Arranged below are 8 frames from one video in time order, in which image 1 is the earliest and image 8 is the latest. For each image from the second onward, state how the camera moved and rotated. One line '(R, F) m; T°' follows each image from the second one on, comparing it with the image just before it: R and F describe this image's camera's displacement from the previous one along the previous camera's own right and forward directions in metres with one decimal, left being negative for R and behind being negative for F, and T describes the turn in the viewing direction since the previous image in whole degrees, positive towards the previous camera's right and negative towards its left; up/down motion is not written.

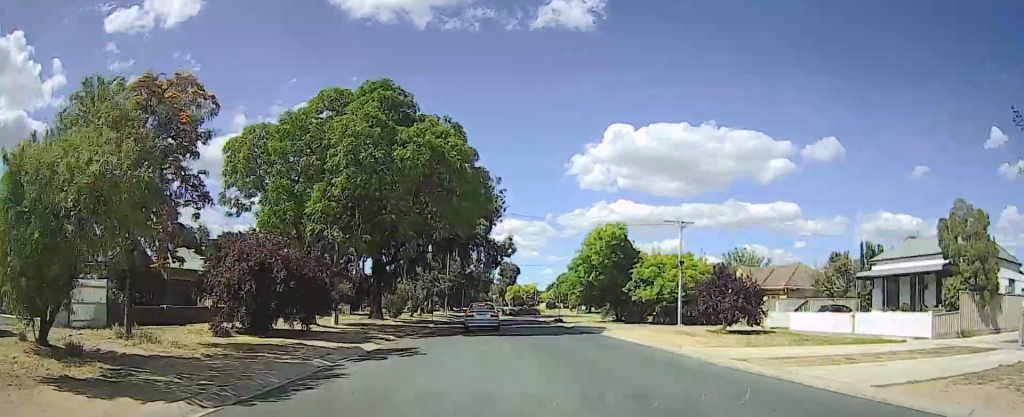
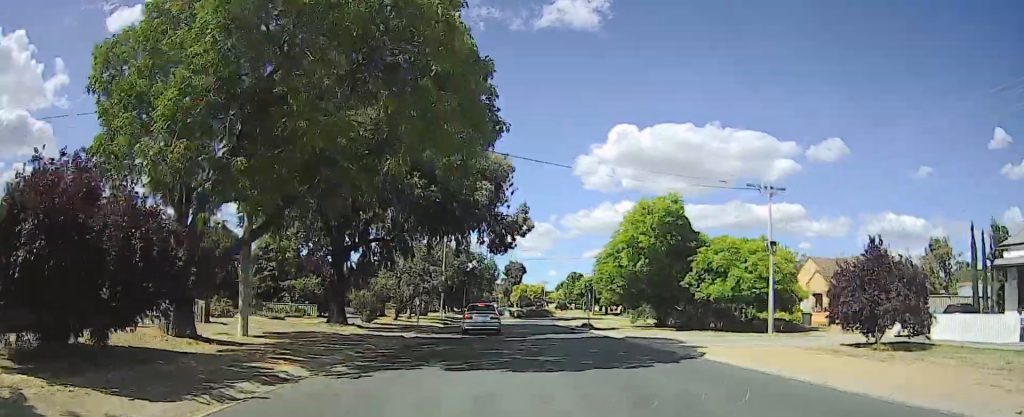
(0.0, +12.6) m; 0°
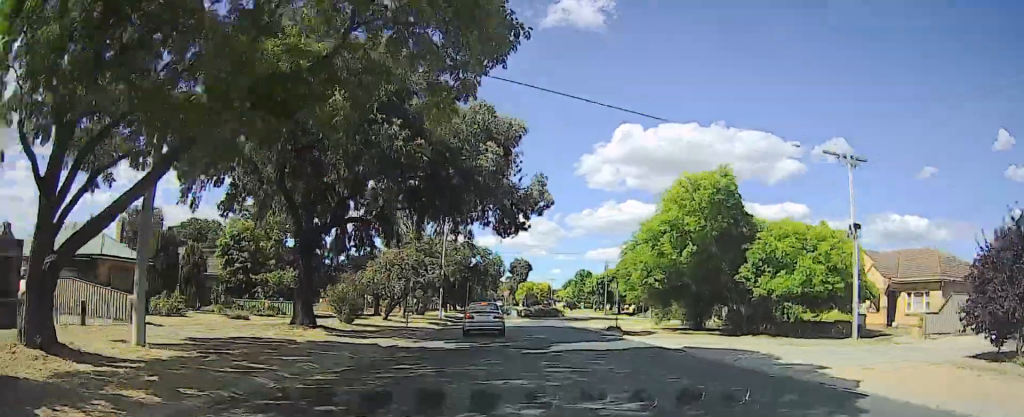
(0.0, +6.8) m; 0°
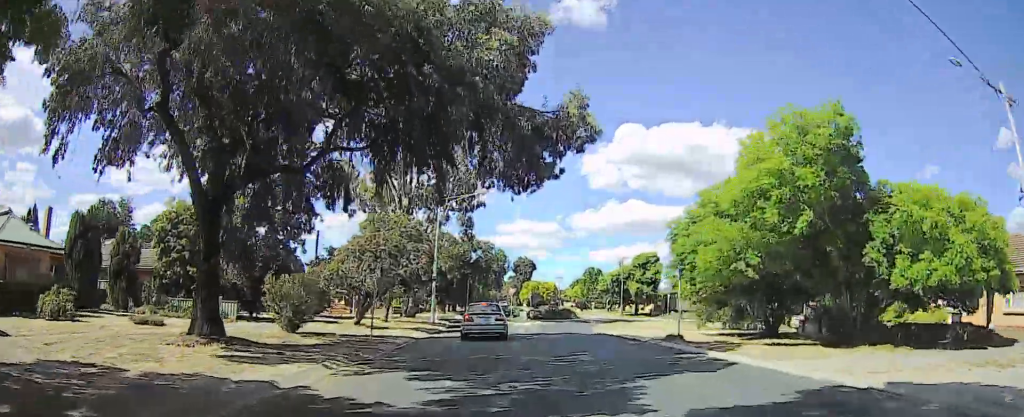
(0.0, +10.0) m; -1°
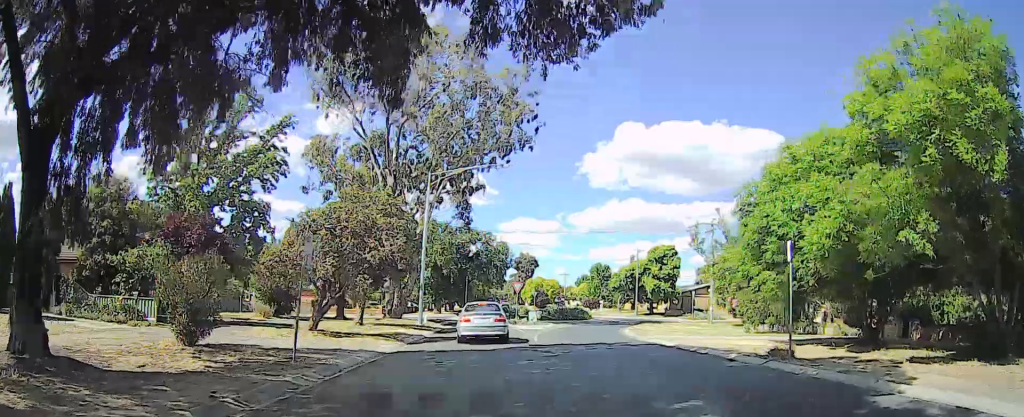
(-0.1, +8.4) m; -1°
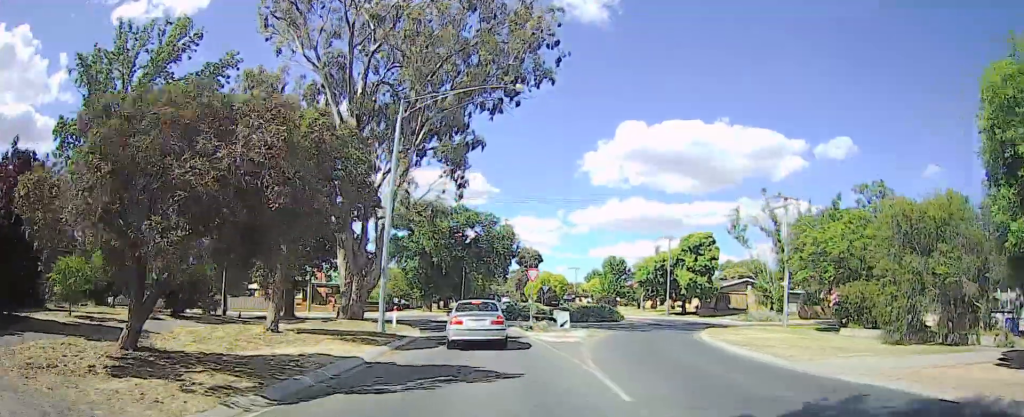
(-0.2, +13.6) m; +1°
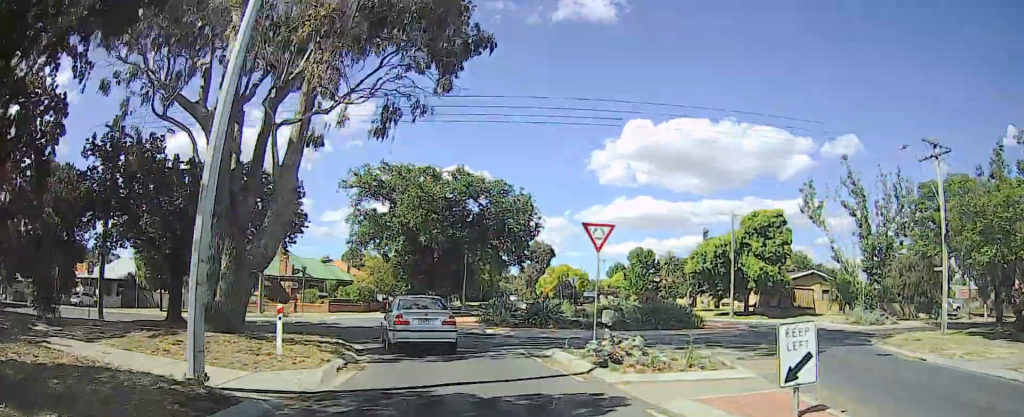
(+0.6, +16.1) m; +1°
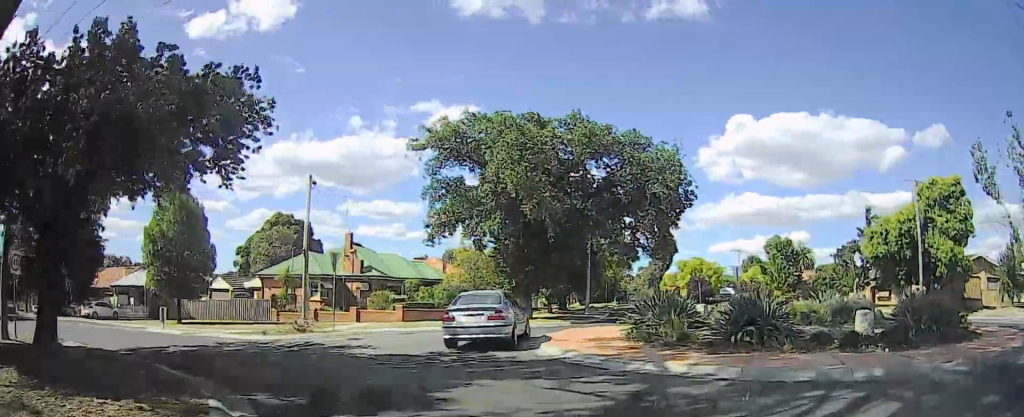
(-0.9, +12.6) m; -11°
